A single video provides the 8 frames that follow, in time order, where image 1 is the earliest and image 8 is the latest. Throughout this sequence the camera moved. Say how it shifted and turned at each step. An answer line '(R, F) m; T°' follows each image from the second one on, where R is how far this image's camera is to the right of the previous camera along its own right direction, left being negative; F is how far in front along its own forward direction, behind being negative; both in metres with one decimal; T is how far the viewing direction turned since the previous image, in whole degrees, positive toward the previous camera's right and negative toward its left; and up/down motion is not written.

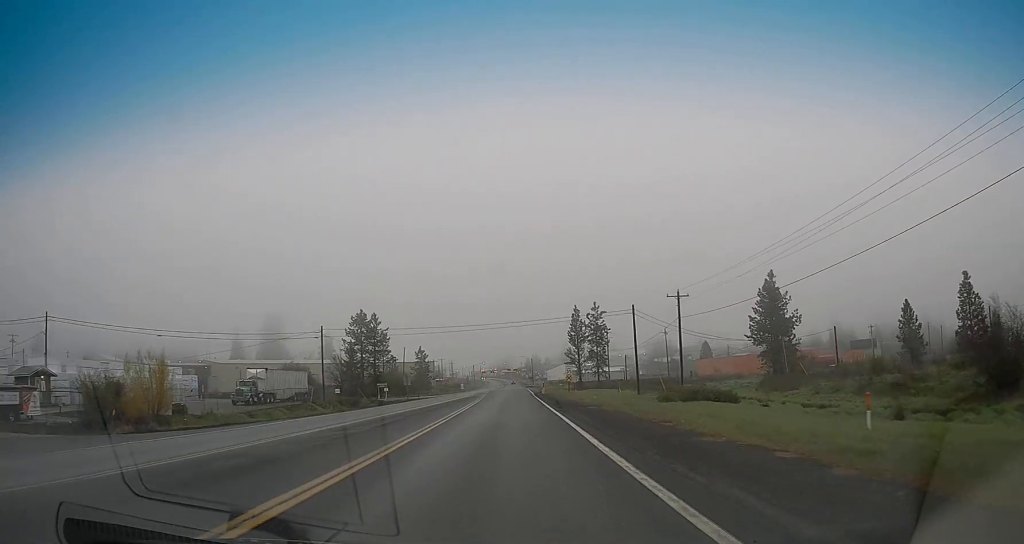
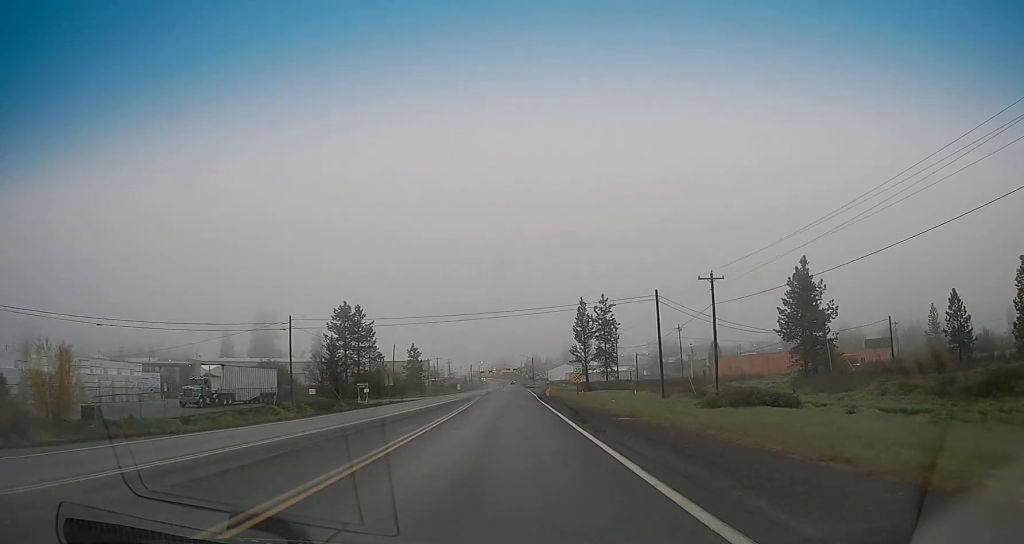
(-0.1, +11.9) m; 0°
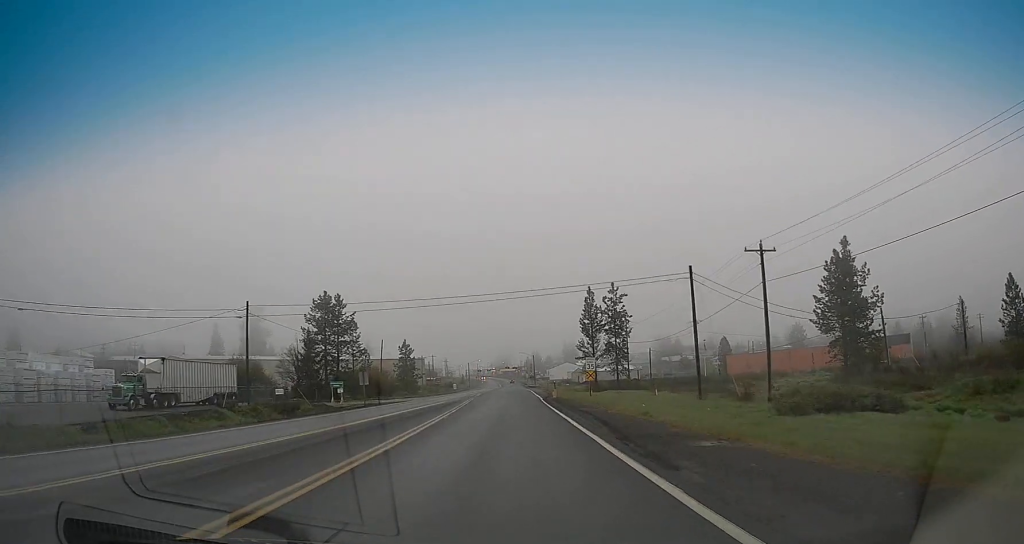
(-0.1, +12.0) m; 0°
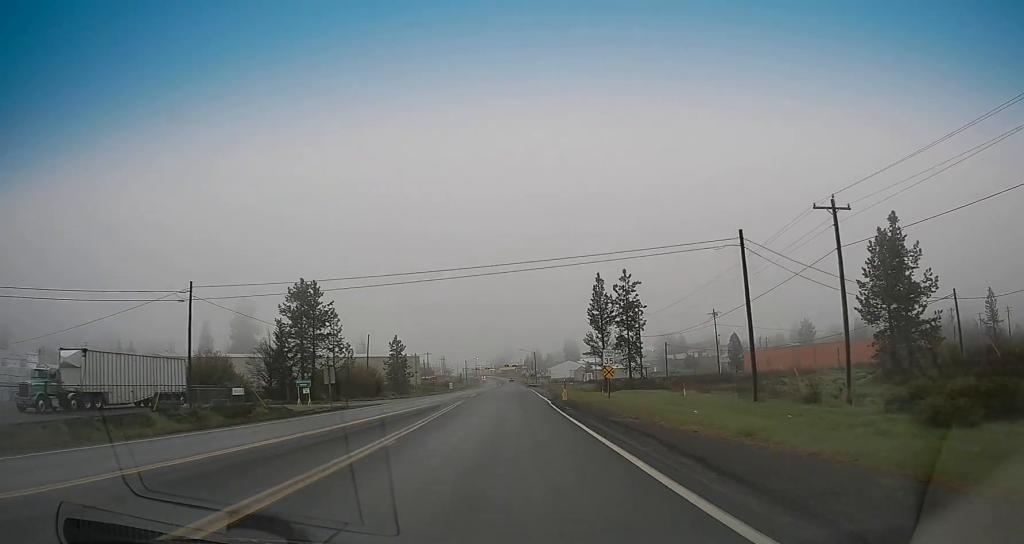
(+0.1, +11.4) m; 0°
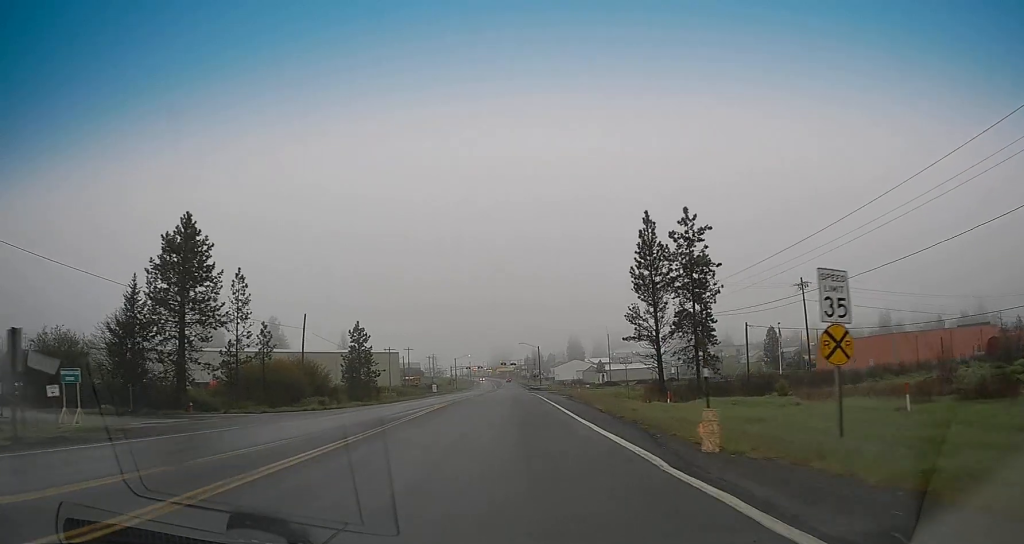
(-0.9, +34.1) m; -2°
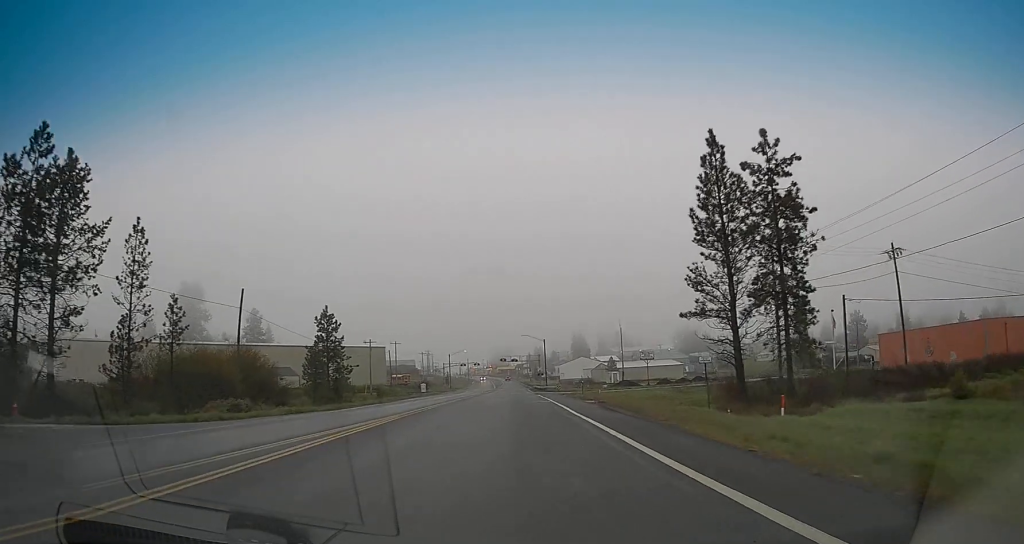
(0.0, +19.4) m; +1°
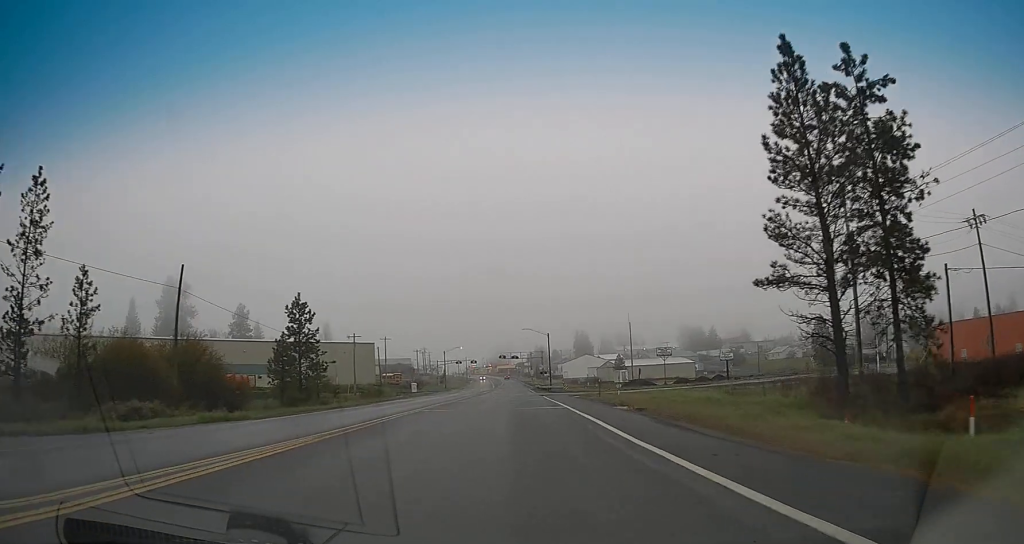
(+0.4, +12.1) m; +1°
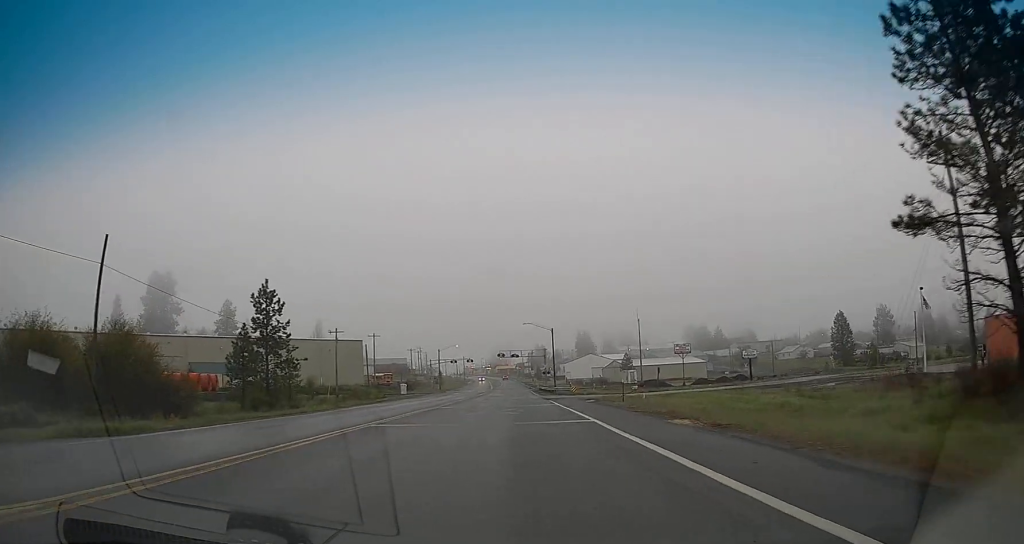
(-0.1, +10.7) m; 0°
